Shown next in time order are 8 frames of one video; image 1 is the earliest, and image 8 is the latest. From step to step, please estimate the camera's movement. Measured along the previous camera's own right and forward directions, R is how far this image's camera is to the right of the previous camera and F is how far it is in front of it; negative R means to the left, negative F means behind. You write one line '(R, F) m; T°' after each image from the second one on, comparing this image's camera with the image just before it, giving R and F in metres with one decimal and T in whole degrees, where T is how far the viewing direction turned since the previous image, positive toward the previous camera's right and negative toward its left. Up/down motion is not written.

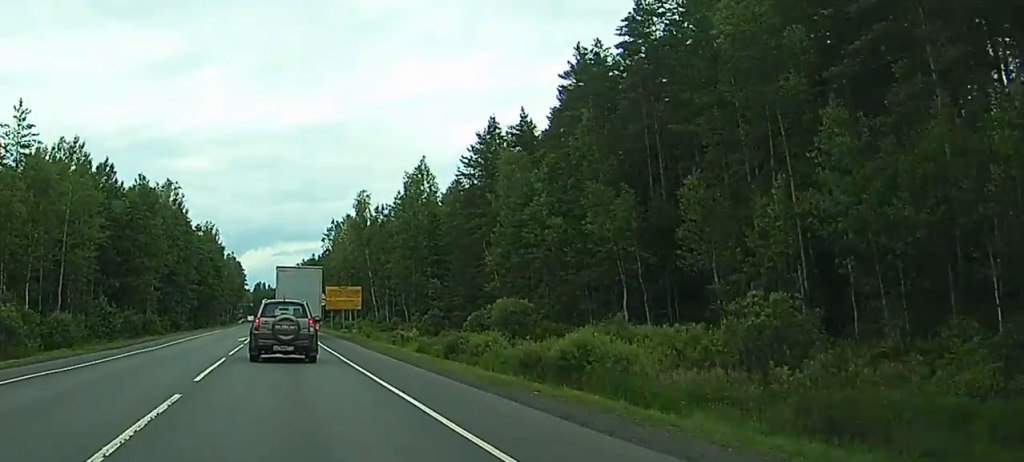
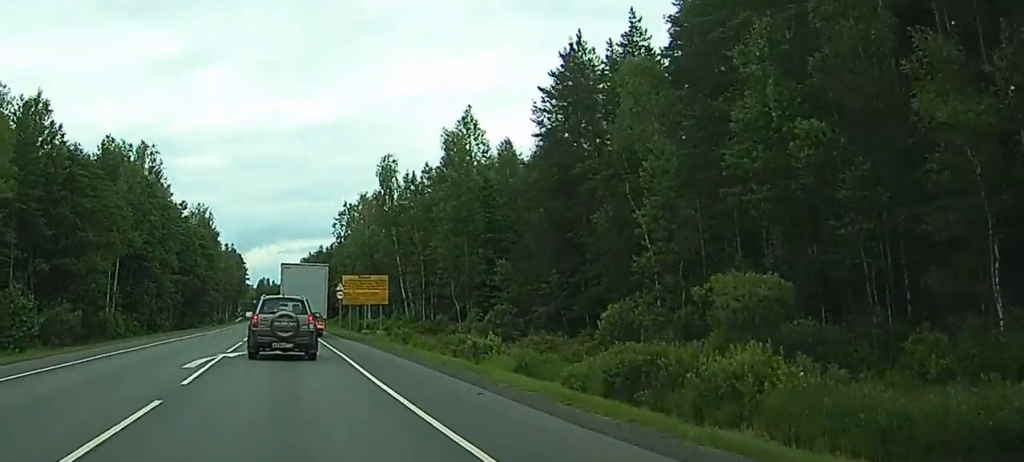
(-0.2, +25.3) m; -1°
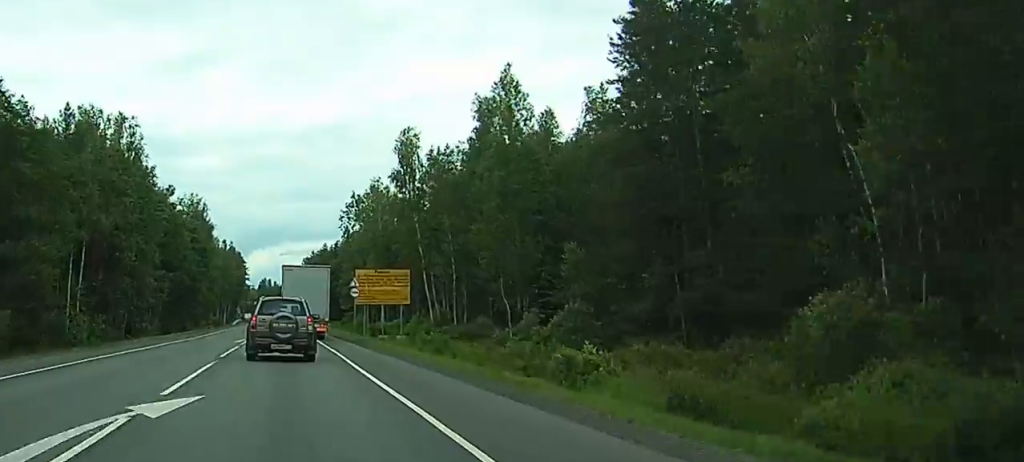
(0.0, +14.5) m; 0°
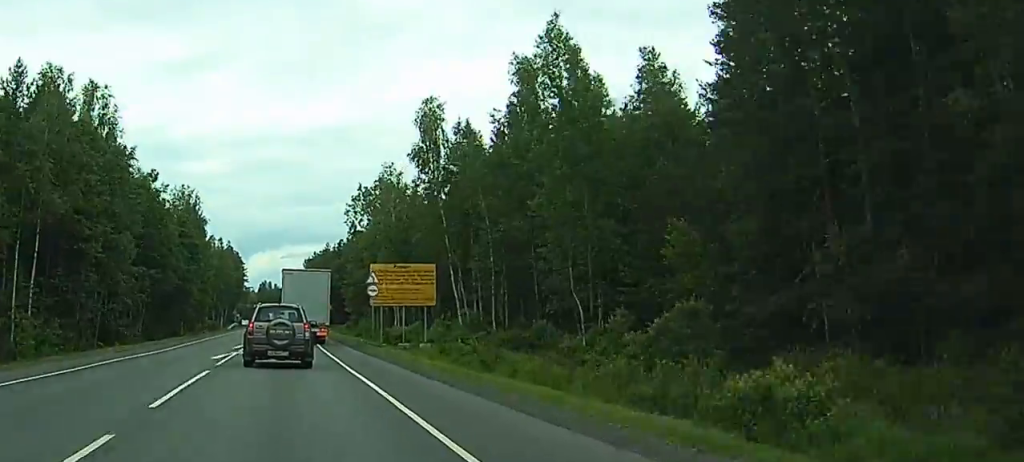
(0.0, +12.7) m; 0°
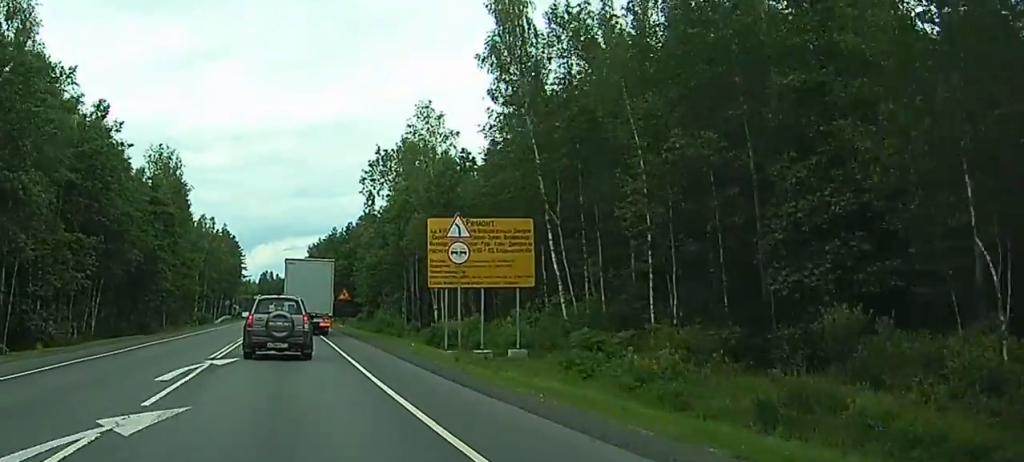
(0.0, +24.3) m; 0°
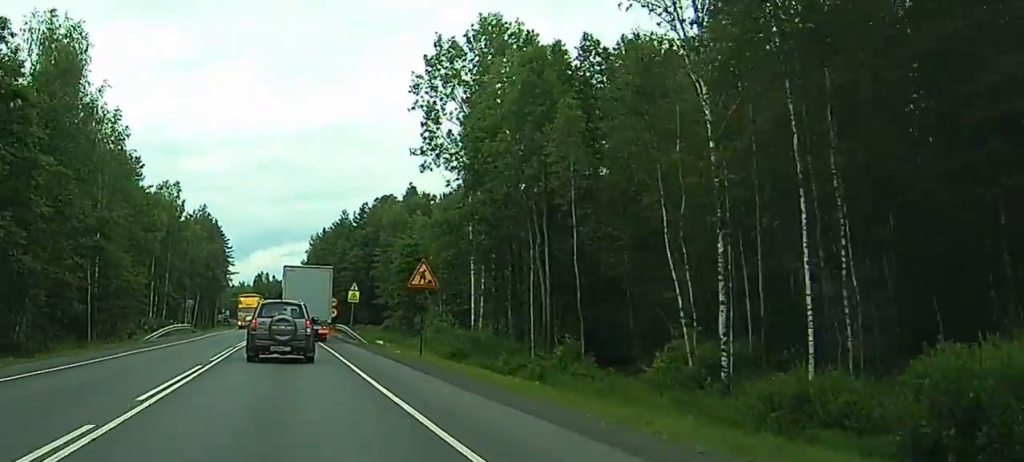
(-0.3, +47.1) m; -1°
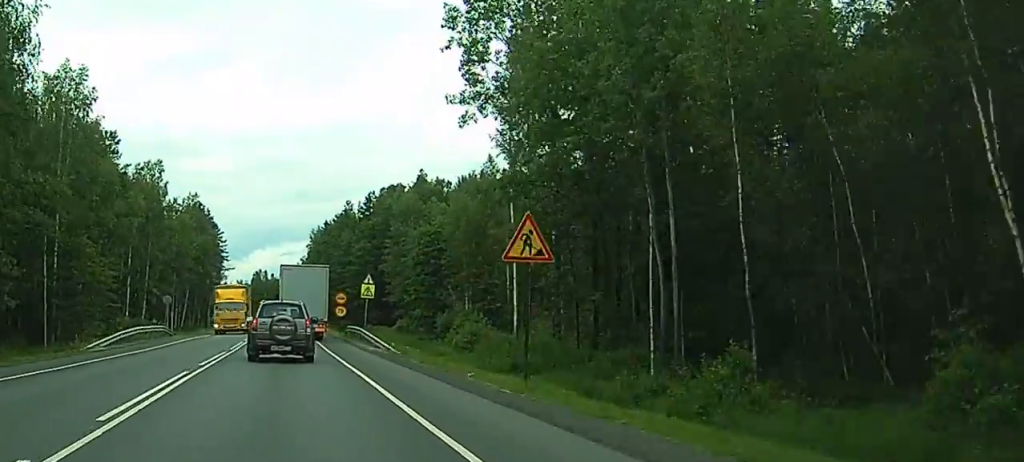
(0.0, +14.6) m; 0°
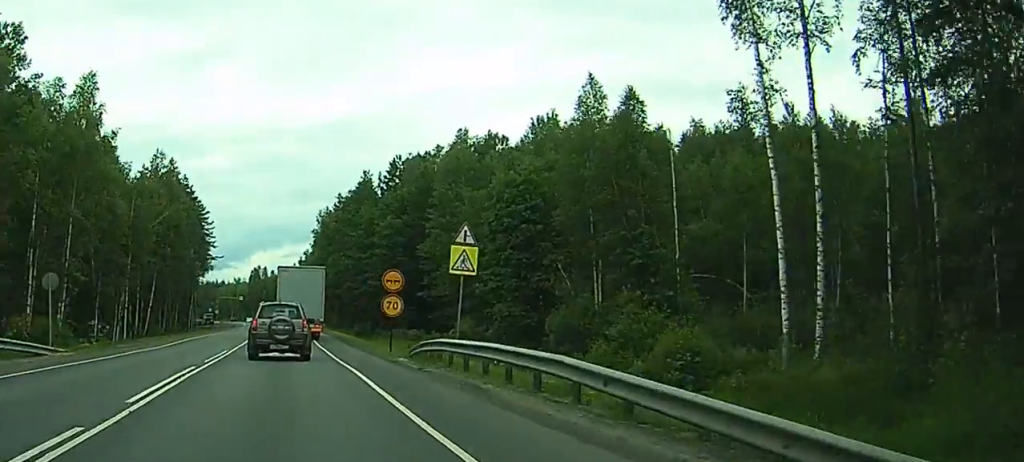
(+0.1, +34.4) m; 0°
